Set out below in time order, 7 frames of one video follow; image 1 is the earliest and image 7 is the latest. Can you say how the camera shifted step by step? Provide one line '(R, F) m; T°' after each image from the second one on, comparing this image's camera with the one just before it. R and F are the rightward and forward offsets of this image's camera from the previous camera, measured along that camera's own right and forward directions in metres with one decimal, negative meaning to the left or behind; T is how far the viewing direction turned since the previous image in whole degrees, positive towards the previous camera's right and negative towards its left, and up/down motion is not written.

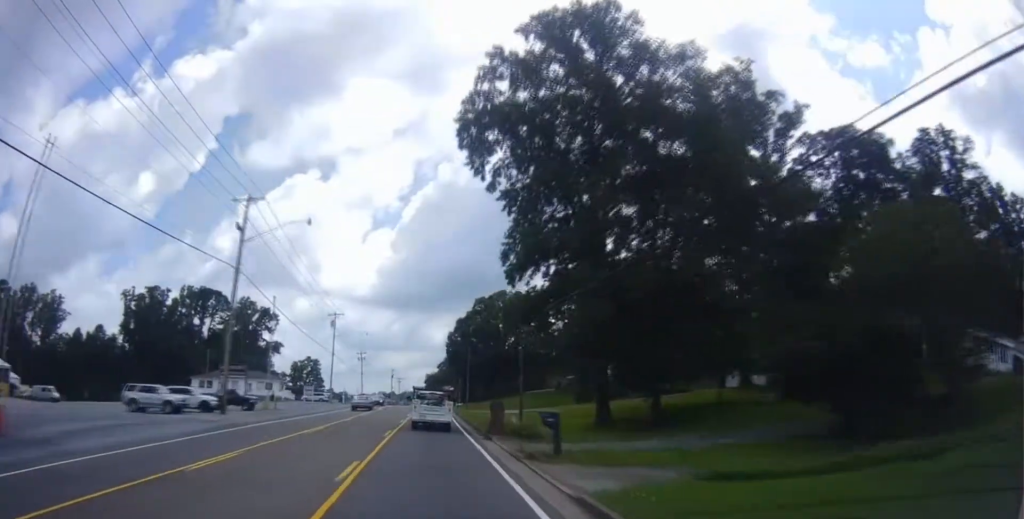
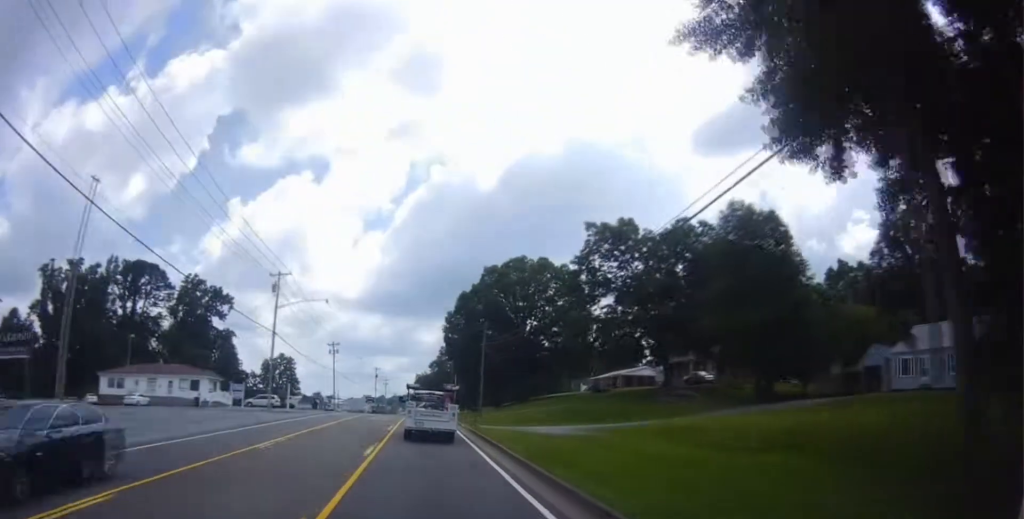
(+0.6, +30.1) m; +2°
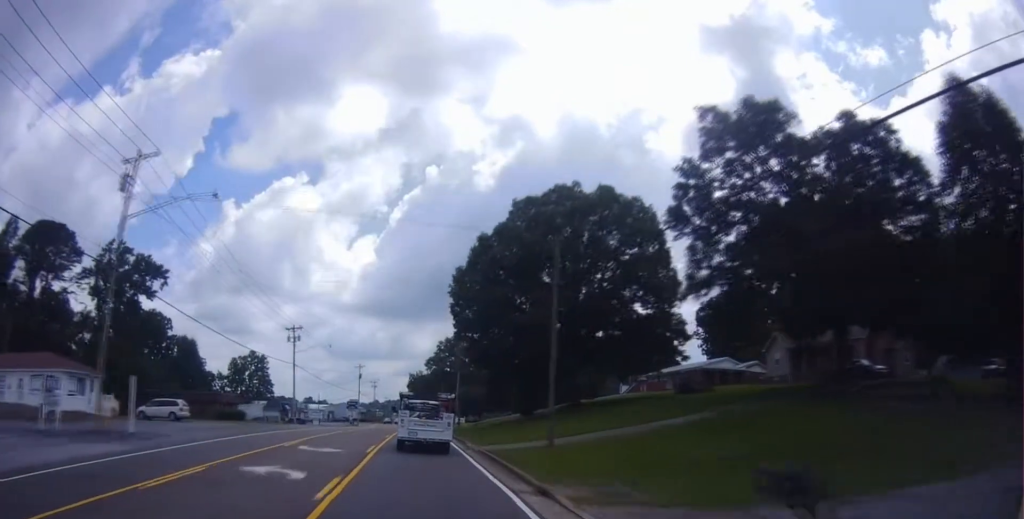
(-0.5, +32.2) m; -2°
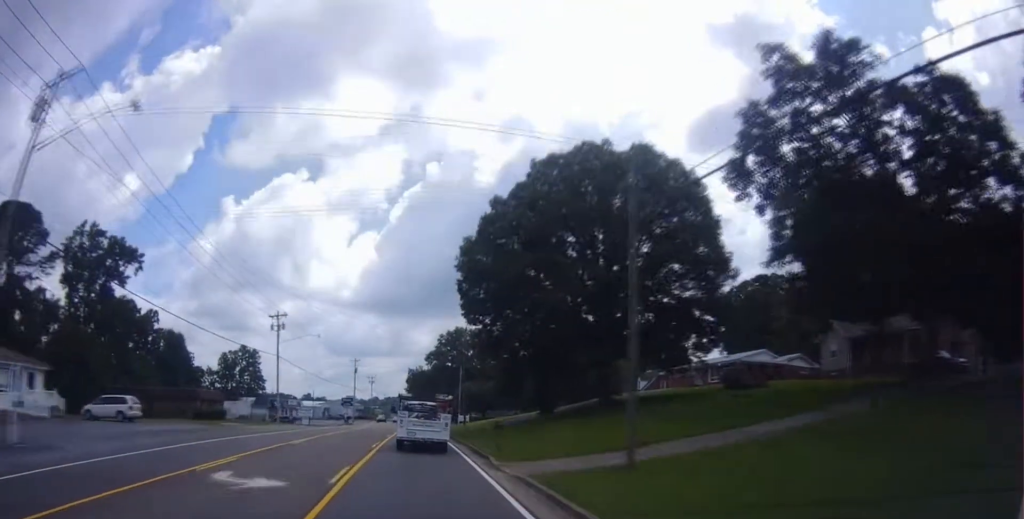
(0.0, +9.9) m; 0°
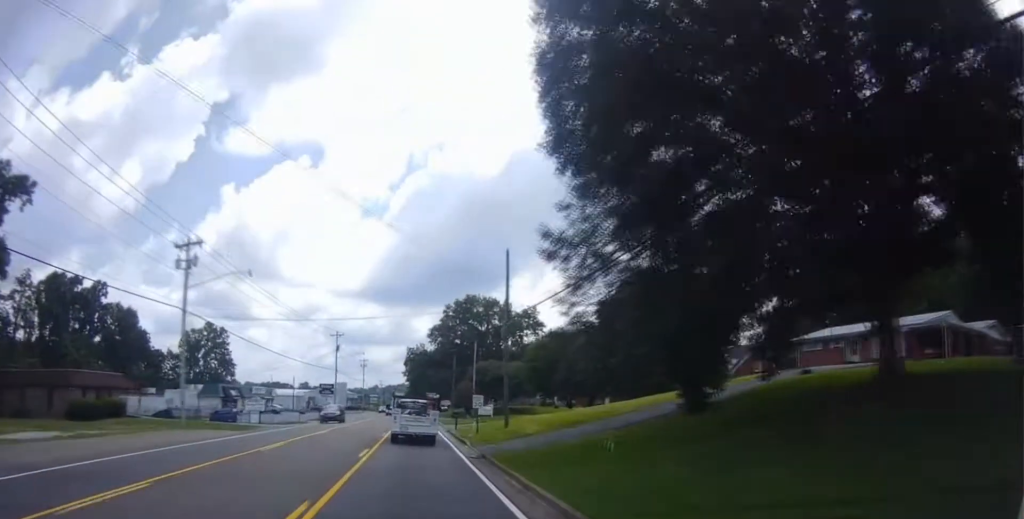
(+0.2, +30.2) m; +1°
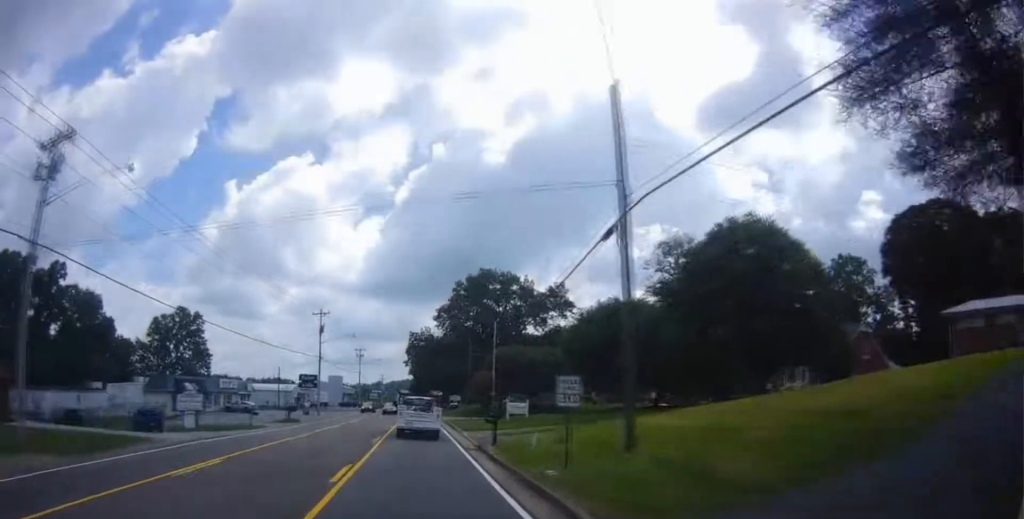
(+0.1, +20.6) m; 0°
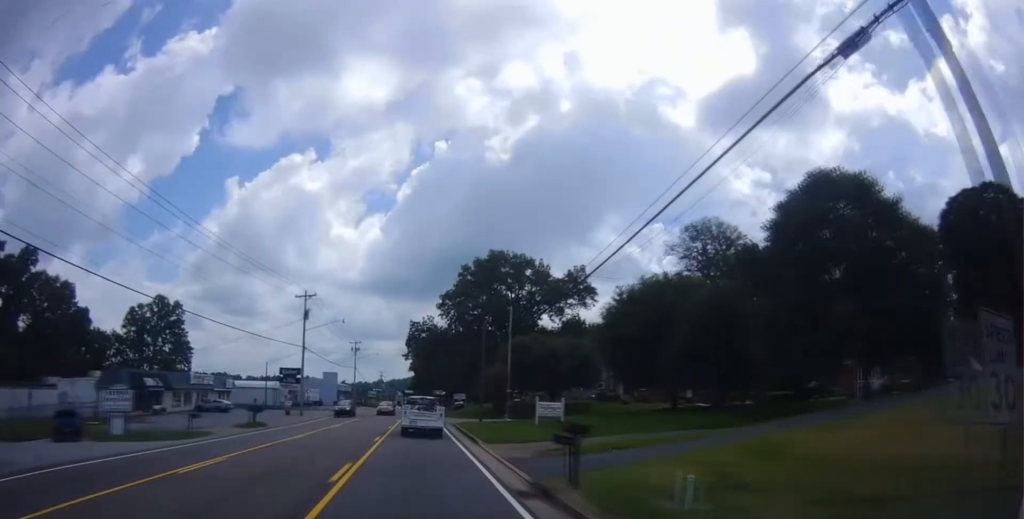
(0.0, +12.5) m; 0°
